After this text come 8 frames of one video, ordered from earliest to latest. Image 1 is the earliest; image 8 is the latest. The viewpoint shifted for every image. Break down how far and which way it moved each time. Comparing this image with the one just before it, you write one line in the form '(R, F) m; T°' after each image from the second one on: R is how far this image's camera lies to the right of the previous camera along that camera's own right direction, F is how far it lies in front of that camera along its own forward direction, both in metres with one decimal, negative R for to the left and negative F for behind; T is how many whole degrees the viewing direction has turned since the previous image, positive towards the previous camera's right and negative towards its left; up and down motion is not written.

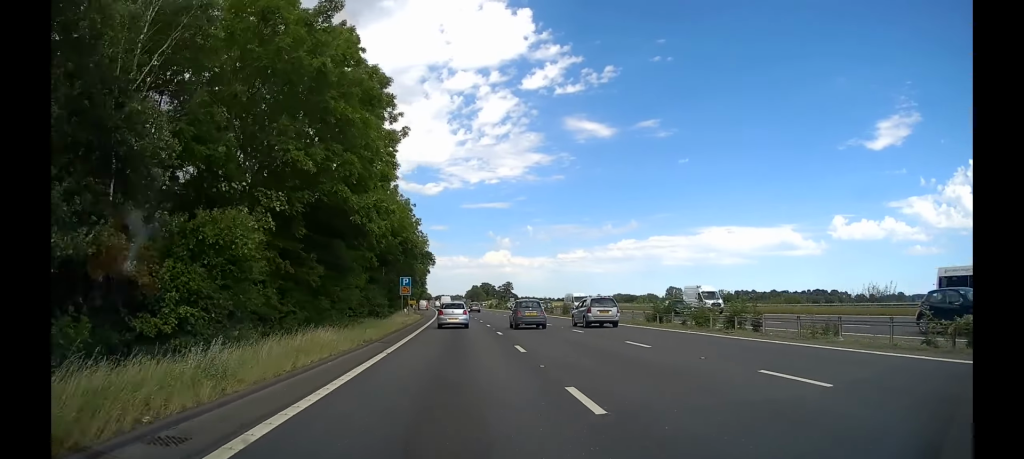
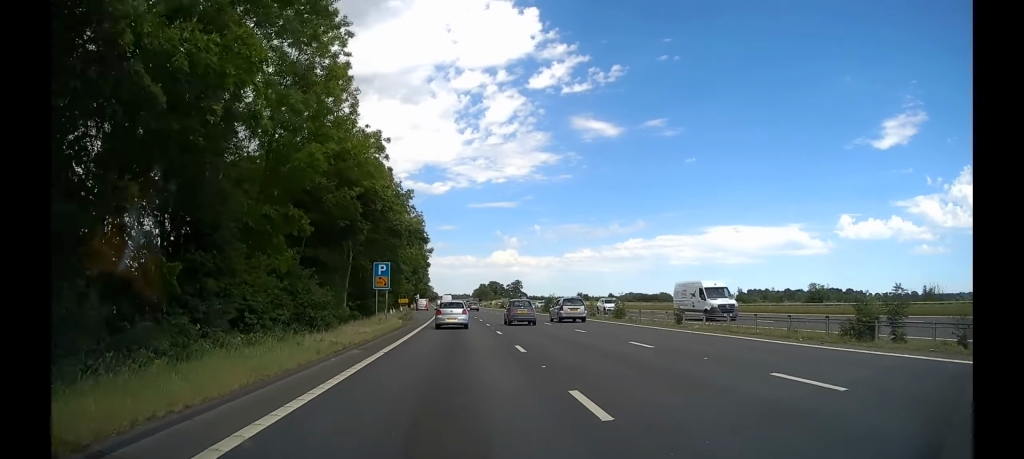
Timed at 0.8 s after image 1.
(0.0, +18.4) m; -1°
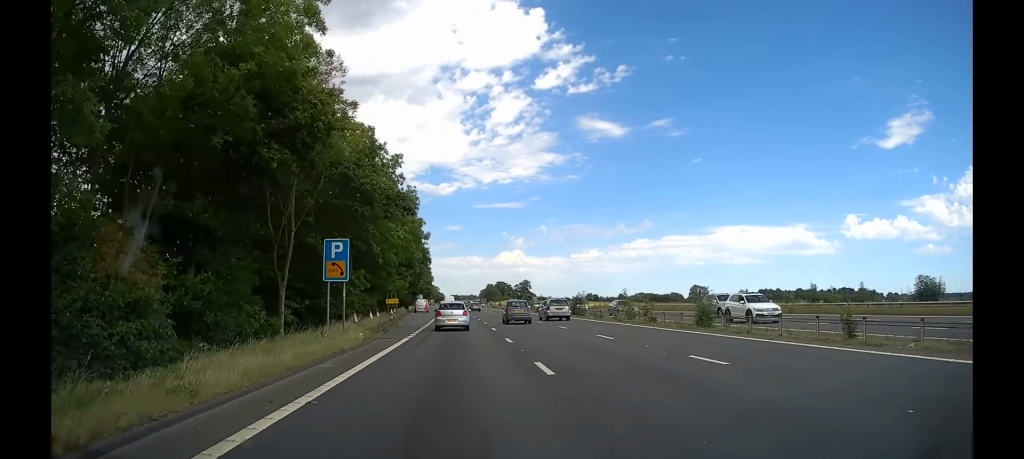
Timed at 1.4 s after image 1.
(-0.1, +13.8) m; -1°
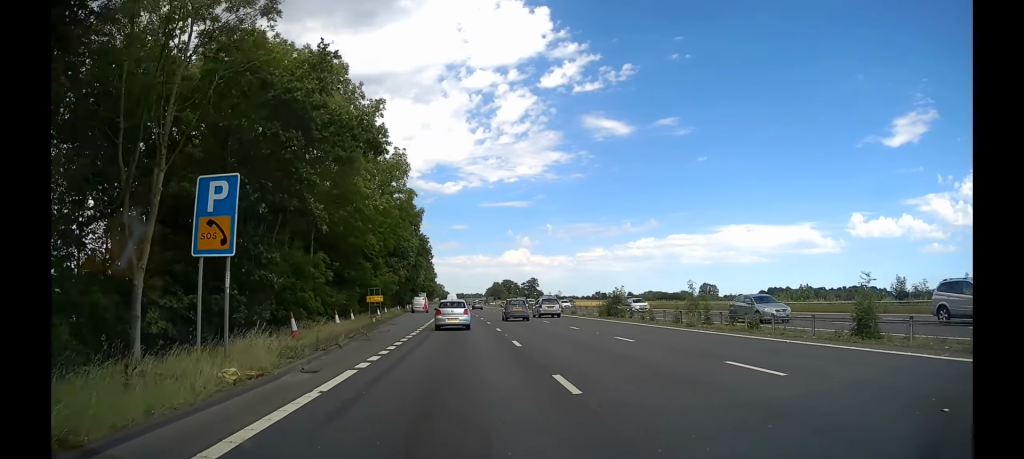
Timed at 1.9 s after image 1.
(-0.1, +11.5) m; -1°
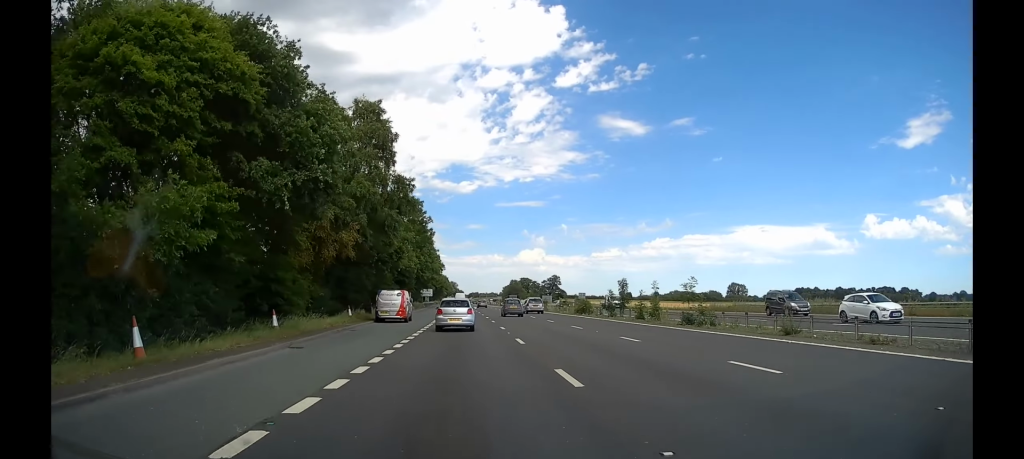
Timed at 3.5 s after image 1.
(-0.4, +35.9) m; -1°
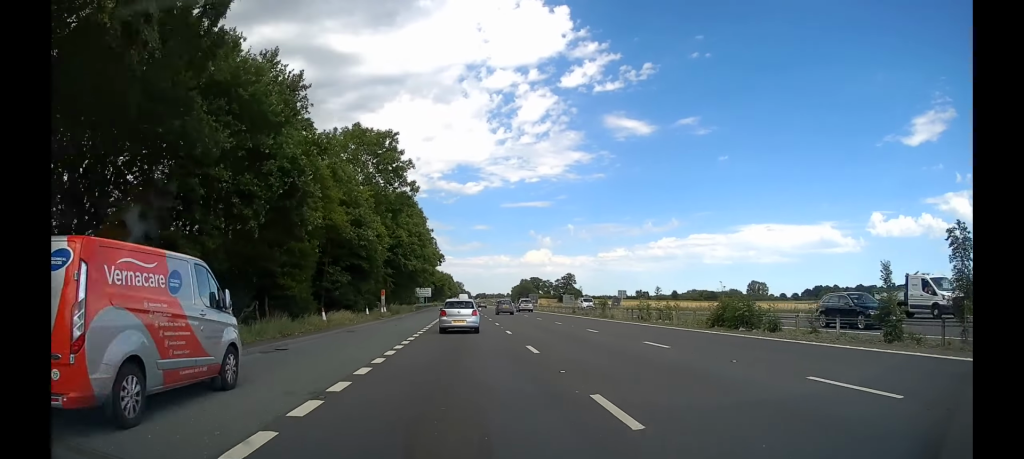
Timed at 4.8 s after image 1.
(-0.3, +30.3) m; -1°
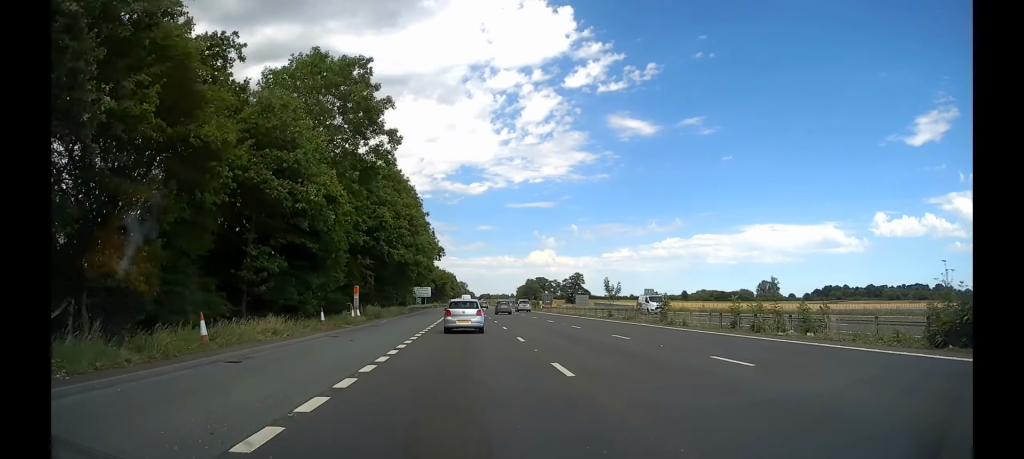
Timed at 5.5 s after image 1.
(-0.1, +13.6) m; 0°
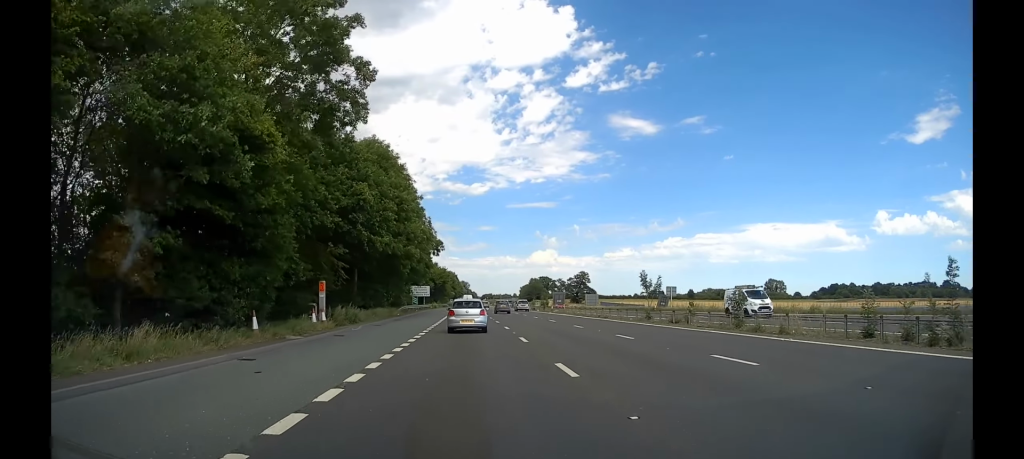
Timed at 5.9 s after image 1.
(0.0, +9.2) m; 0°
